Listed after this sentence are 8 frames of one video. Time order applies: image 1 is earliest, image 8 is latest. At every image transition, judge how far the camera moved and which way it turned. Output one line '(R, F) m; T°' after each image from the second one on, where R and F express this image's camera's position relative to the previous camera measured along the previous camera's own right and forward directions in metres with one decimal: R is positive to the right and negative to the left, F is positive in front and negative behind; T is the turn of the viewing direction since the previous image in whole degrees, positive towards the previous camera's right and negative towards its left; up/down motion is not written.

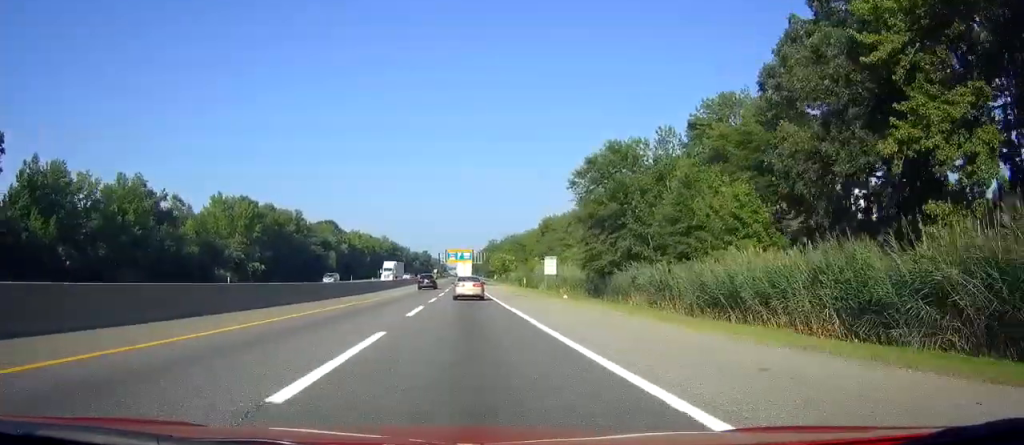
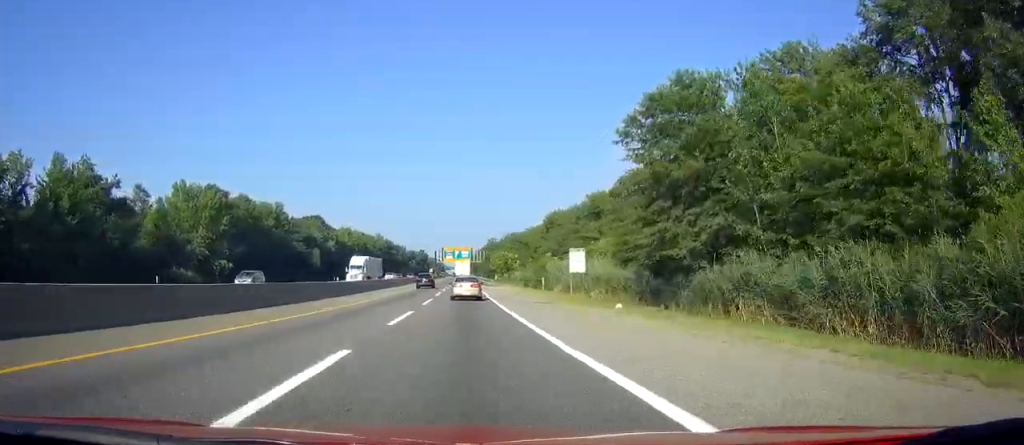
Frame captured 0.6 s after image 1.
(0.0, +18.3) m; 0°
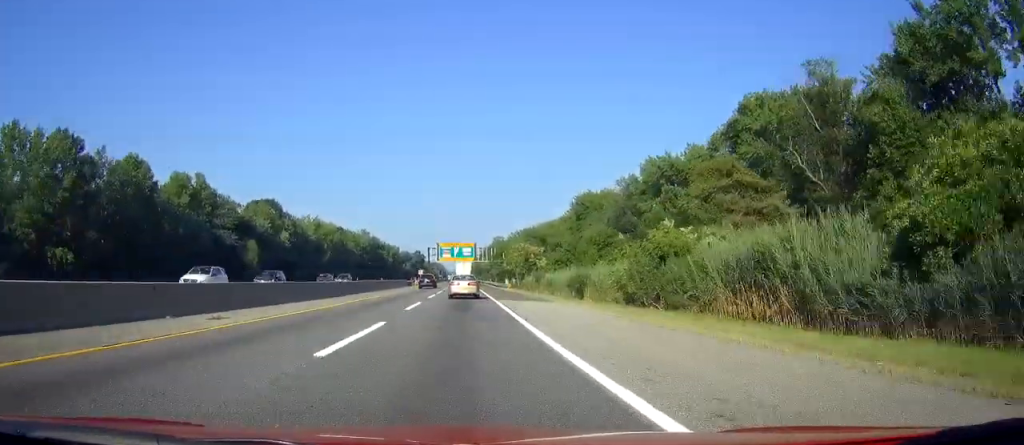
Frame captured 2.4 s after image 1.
(0.0, +52.2) m; 0°
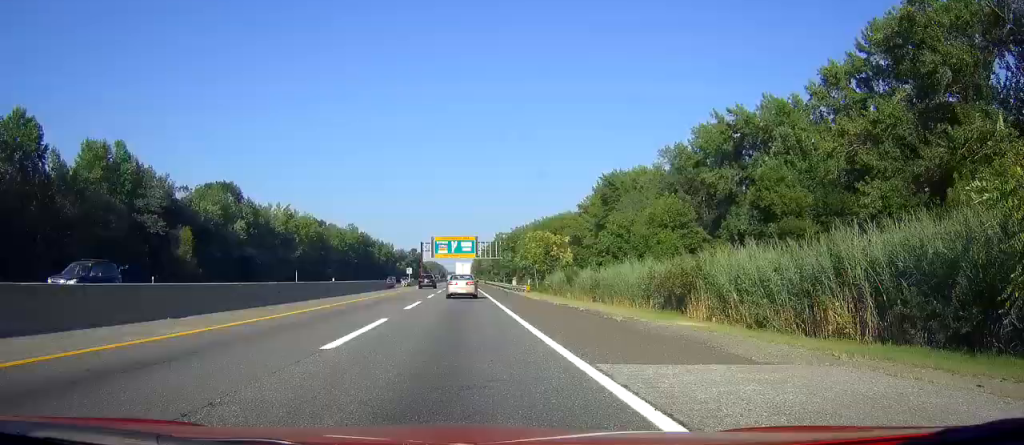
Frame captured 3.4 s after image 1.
(0.0, +29.2) m; 0°
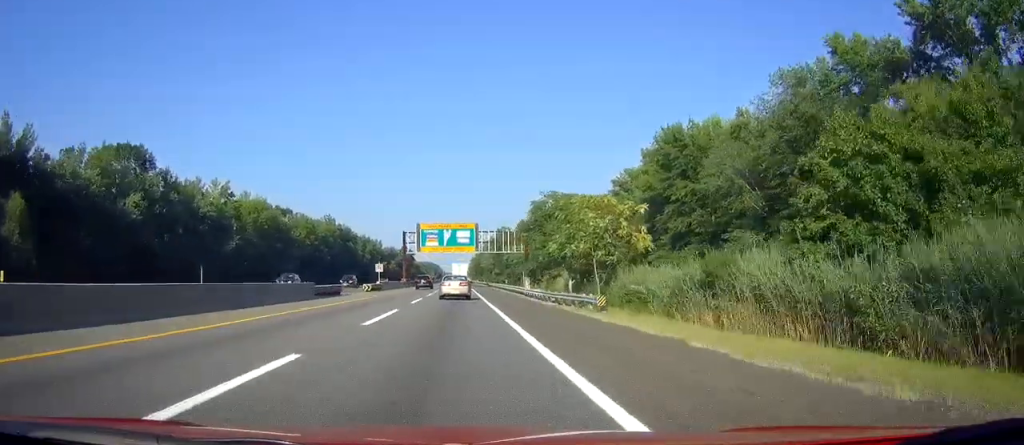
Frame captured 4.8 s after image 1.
(0.0, +39.2) m; 0°
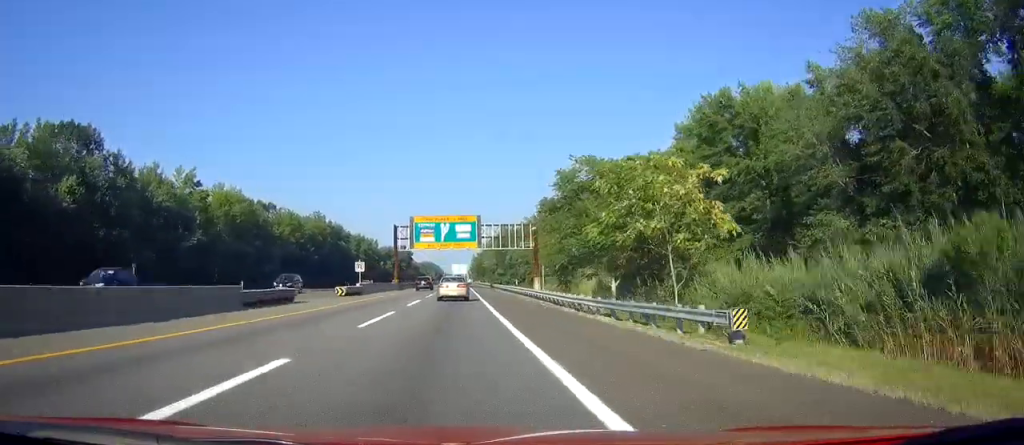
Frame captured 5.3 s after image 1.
(0.0, +15.8) m; 0°
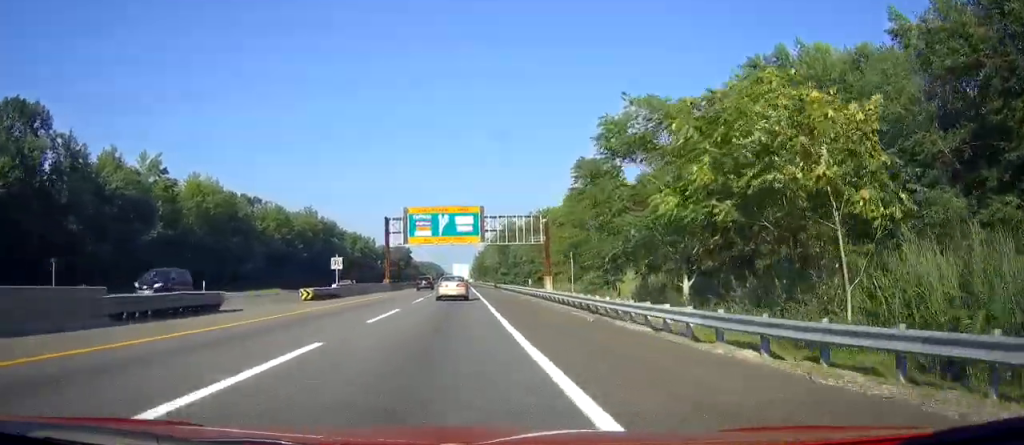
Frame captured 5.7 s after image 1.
(0.0, +12.8) m; 0°
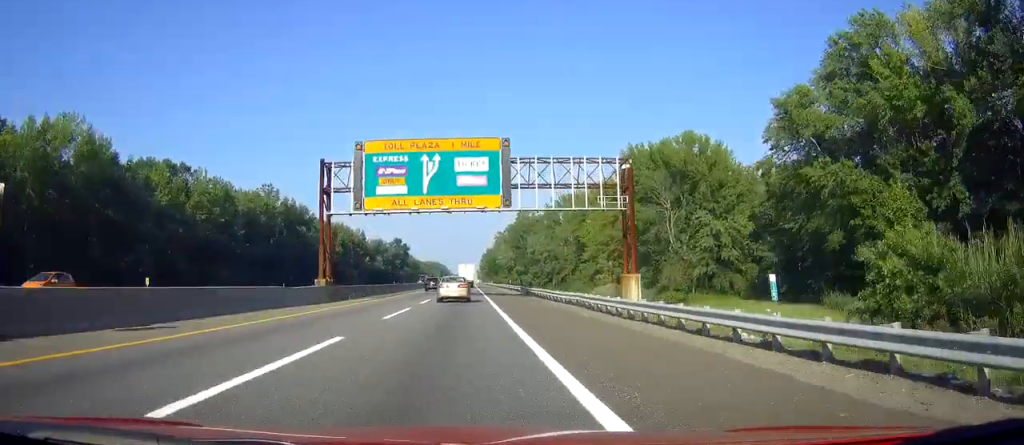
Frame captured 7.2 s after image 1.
(-0.2, +43.8) m; 0°
